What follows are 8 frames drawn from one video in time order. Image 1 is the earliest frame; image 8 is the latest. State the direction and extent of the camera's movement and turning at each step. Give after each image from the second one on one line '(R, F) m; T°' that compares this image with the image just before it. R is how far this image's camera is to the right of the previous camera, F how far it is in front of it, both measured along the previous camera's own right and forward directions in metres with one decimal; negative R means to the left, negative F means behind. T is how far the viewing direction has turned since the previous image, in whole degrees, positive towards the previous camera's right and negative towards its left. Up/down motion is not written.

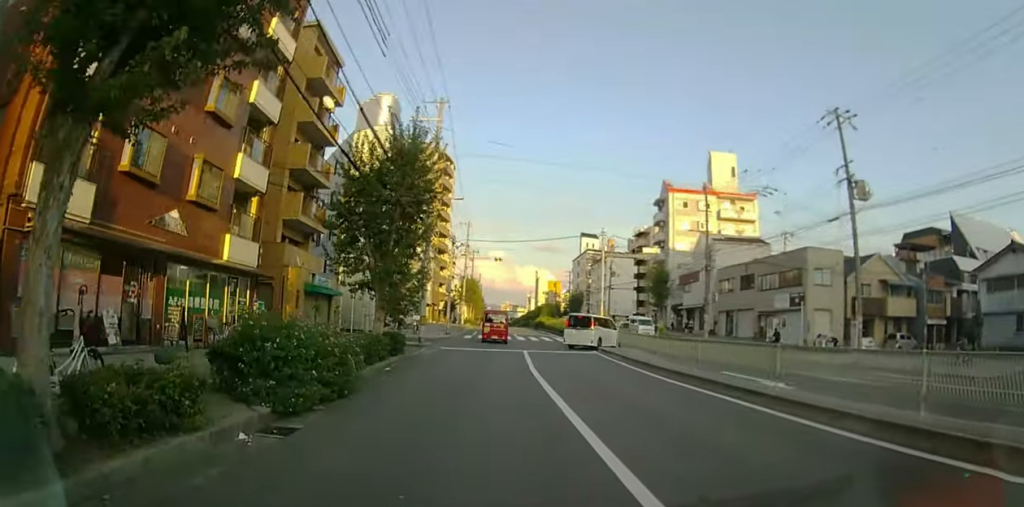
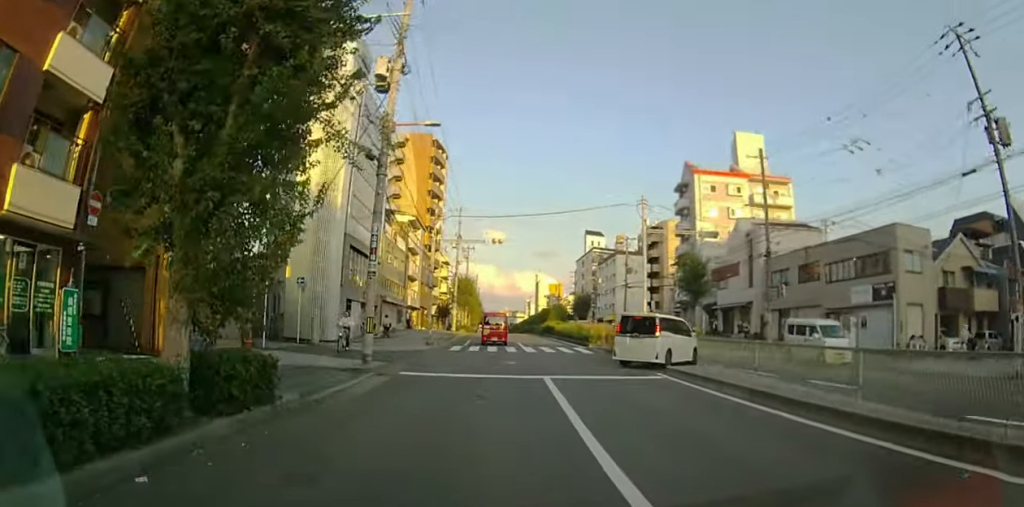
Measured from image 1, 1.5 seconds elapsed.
(0.0, +10.4) m; 0°
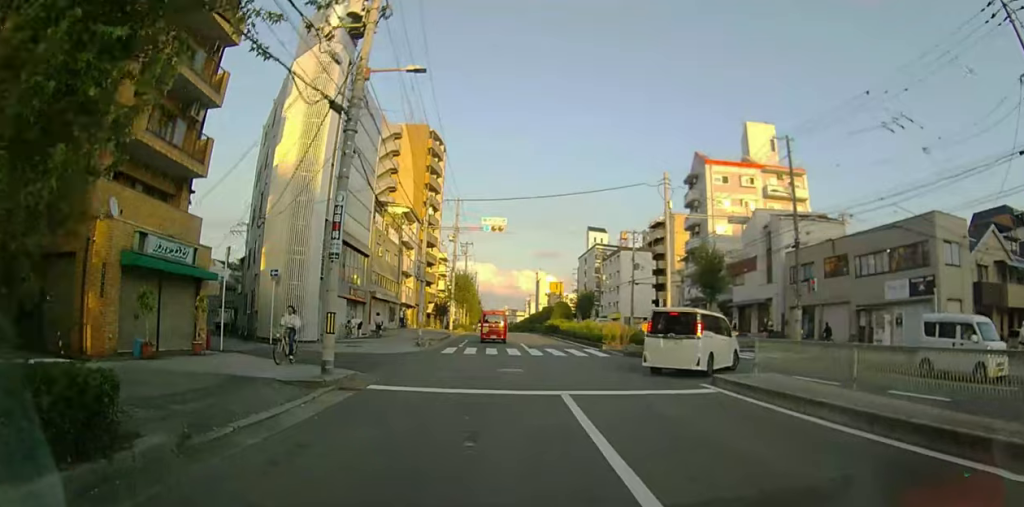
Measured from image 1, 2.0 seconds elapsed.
(0.0, +3.4) m; 0°
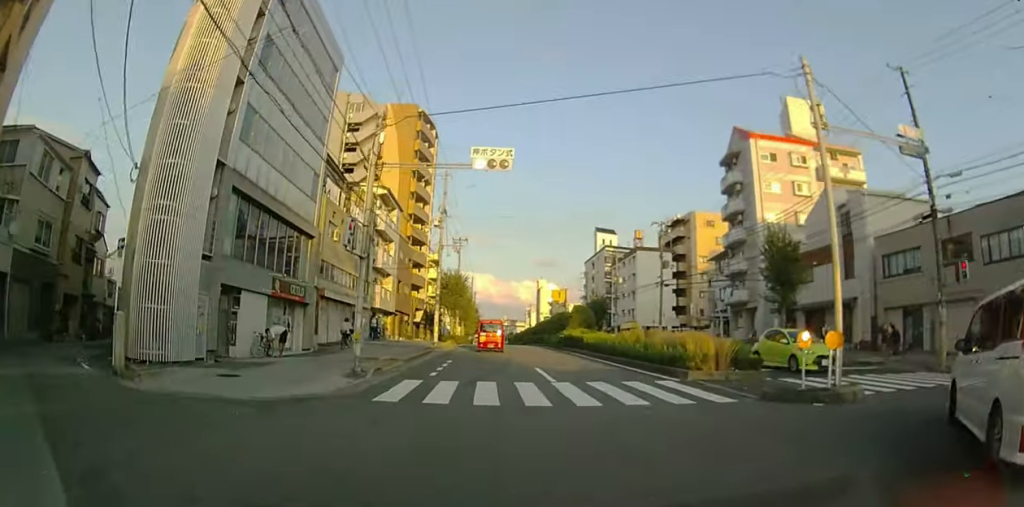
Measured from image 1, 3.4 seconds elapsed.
(0.0, +10.9) m; 0°
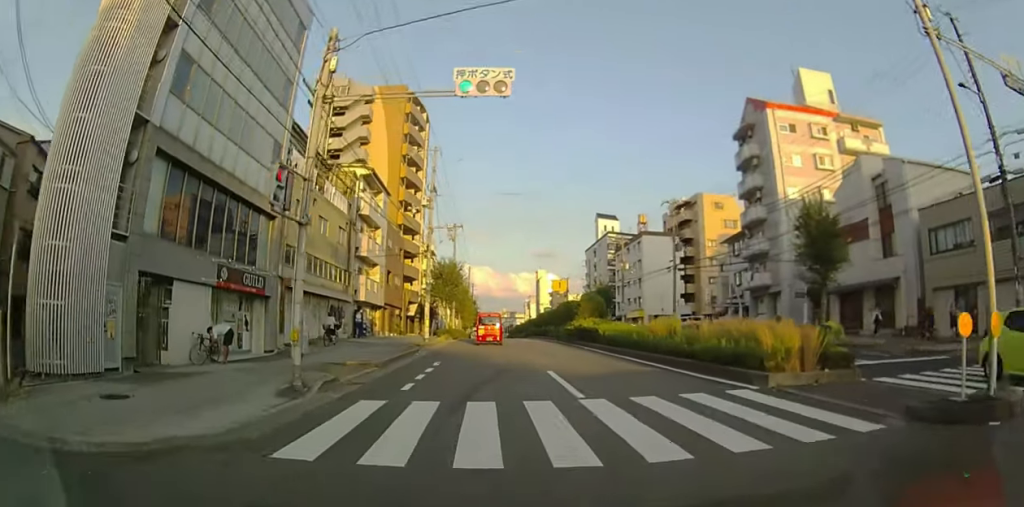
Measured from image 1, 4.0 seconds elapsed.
(0.0, +4.1) m; 0°
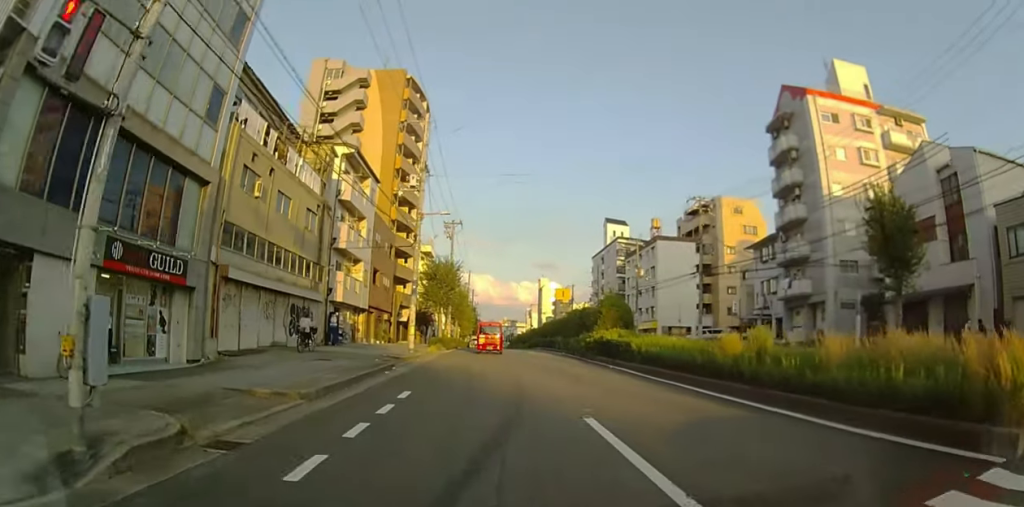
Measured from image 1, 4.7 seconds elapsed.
(0.0, +6.0) m; 0°
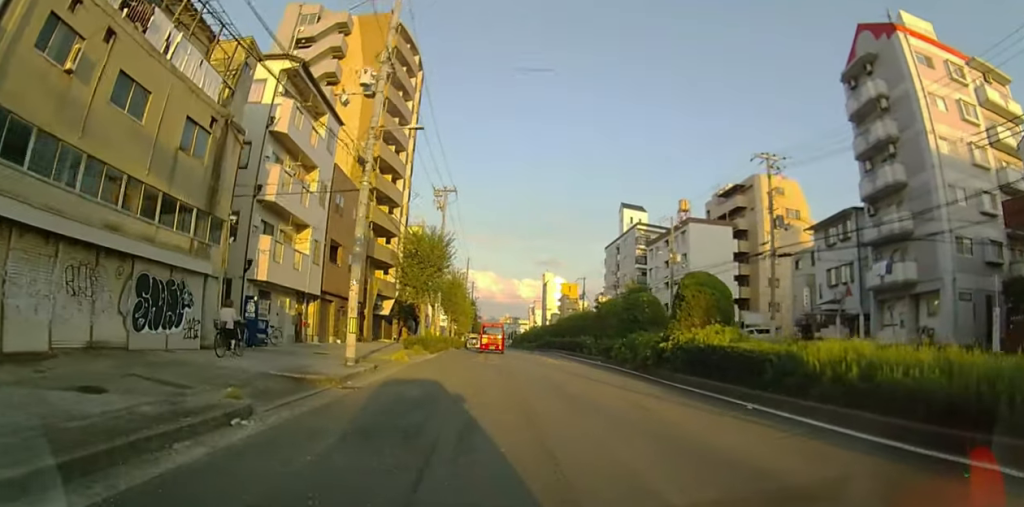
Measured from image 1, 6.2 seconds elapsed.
(0.0, +11.5) m; +1°
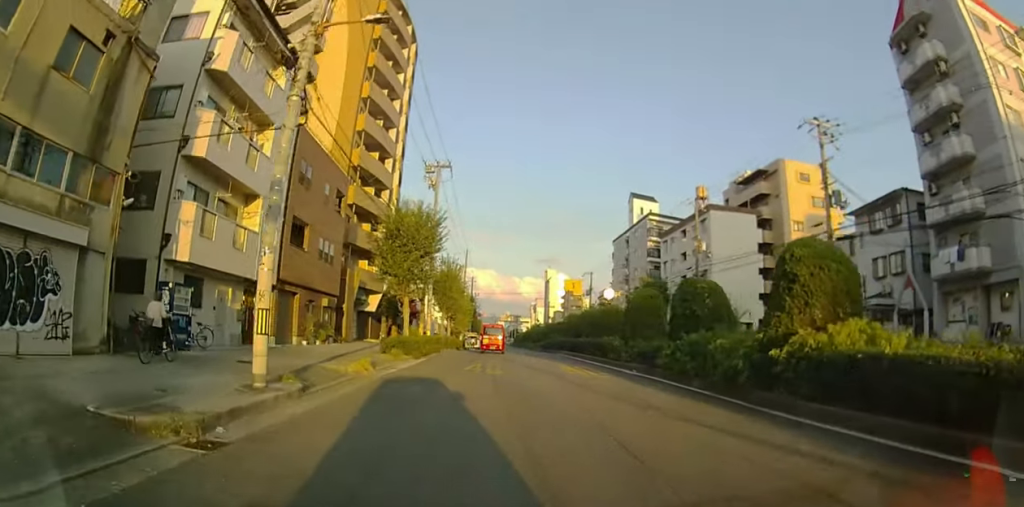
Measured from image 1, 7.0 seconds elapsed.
(0.0, +6.0) m; 0°
